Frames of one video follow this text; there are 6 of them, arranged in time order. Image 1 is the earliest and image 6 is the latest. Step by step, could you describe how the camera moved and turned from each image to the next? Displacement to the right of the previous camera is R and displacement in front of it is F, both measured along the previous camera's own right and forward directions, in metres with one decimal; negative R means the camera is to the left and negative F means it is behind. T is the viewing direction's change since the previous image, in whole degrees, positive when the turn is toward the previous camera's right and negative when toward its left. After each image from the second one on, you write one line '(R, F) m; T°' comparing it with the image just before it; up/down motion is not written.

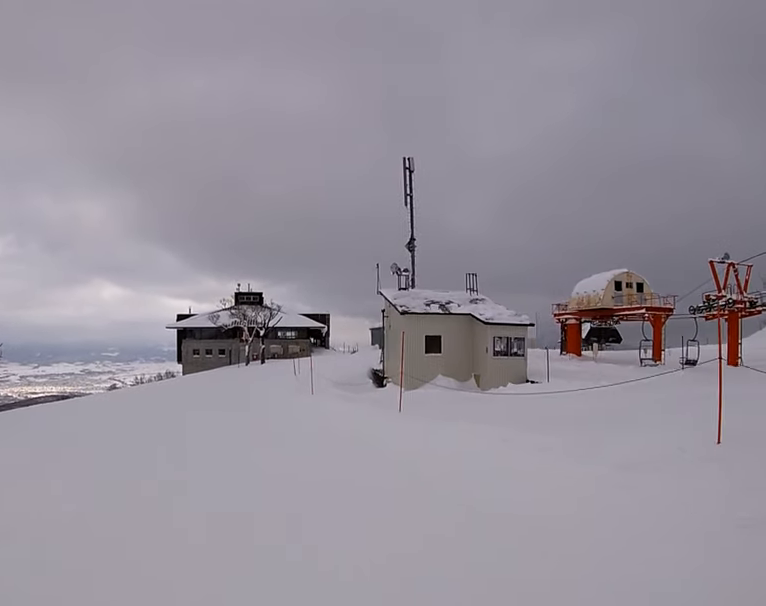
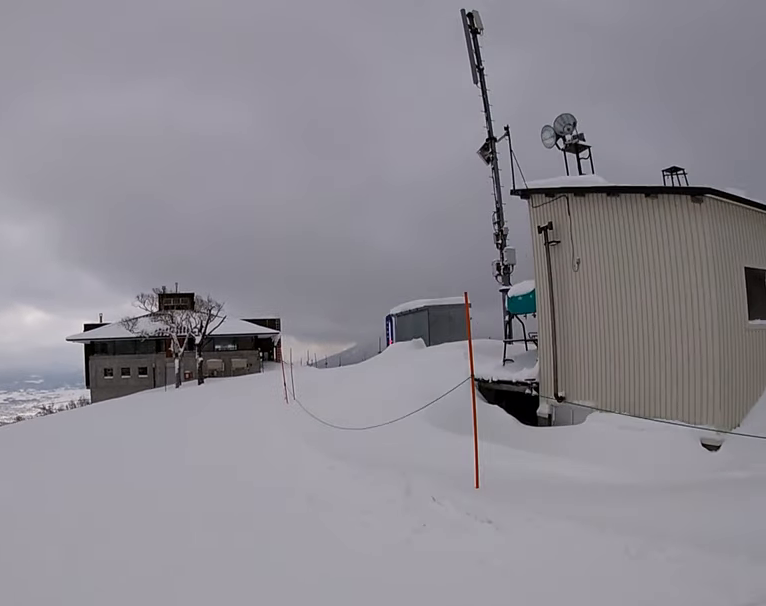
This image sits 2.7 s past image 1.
(-0.4, +16.9) m; +8°
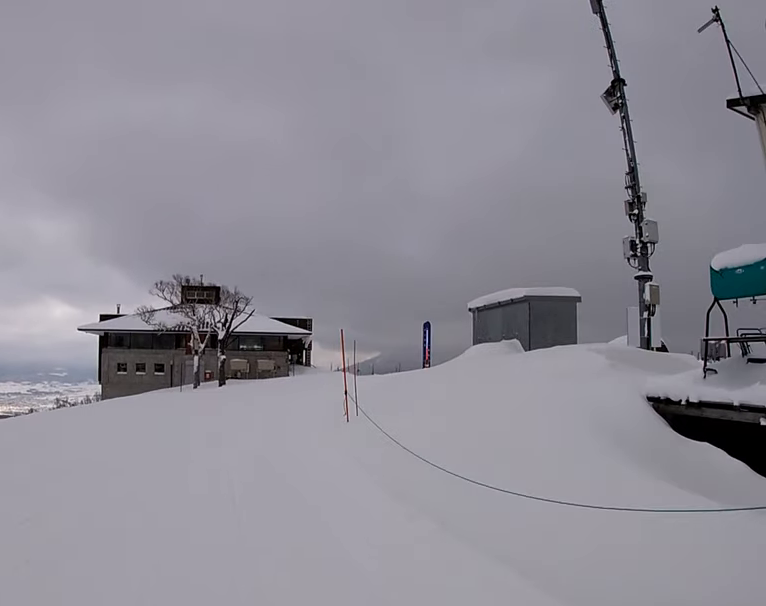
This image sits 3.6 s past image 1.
(+0.1, +4.9) m; +1°
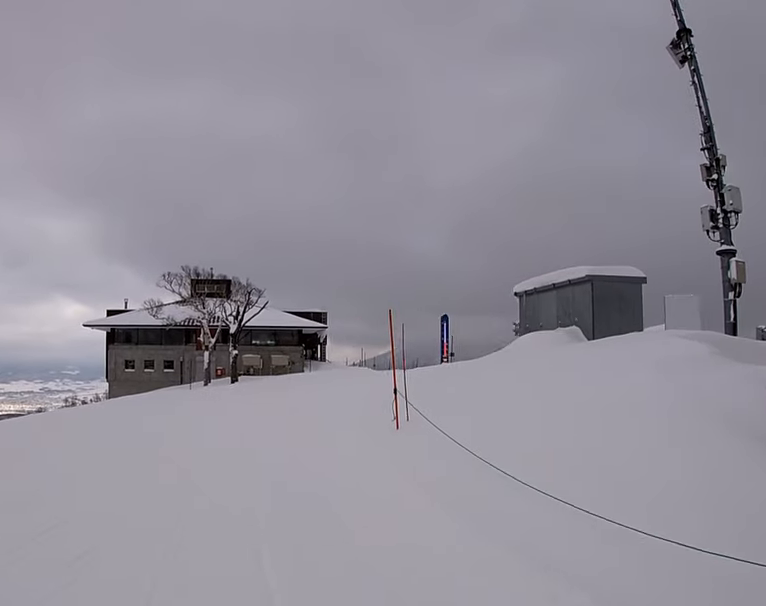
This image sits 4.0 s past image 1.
(0.0, +2.1) m; 0°
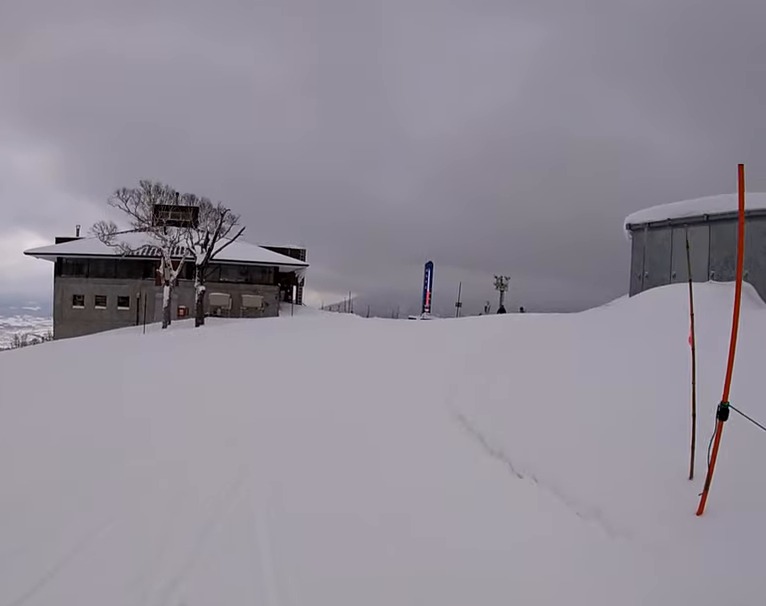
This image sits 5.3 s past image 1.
(0.0, +5.4) m; 0°
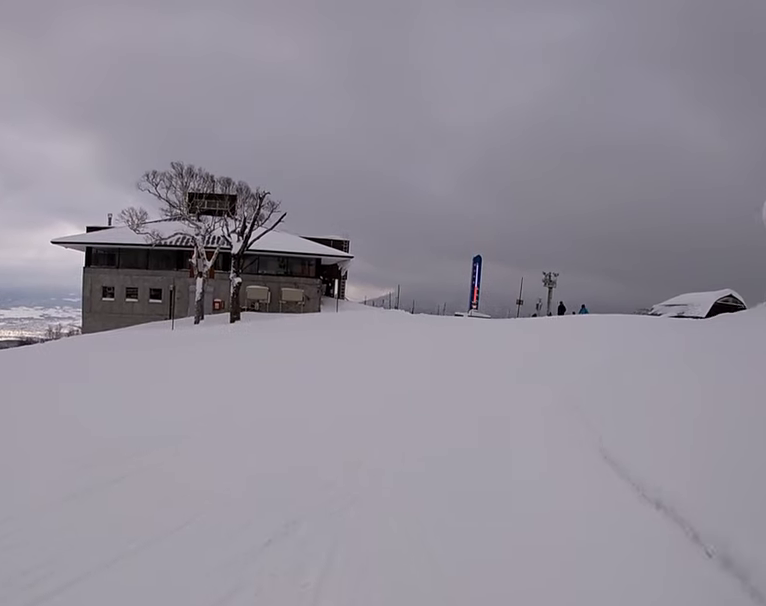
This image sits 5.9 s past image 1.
(0.0, +2.5) m; -1°
